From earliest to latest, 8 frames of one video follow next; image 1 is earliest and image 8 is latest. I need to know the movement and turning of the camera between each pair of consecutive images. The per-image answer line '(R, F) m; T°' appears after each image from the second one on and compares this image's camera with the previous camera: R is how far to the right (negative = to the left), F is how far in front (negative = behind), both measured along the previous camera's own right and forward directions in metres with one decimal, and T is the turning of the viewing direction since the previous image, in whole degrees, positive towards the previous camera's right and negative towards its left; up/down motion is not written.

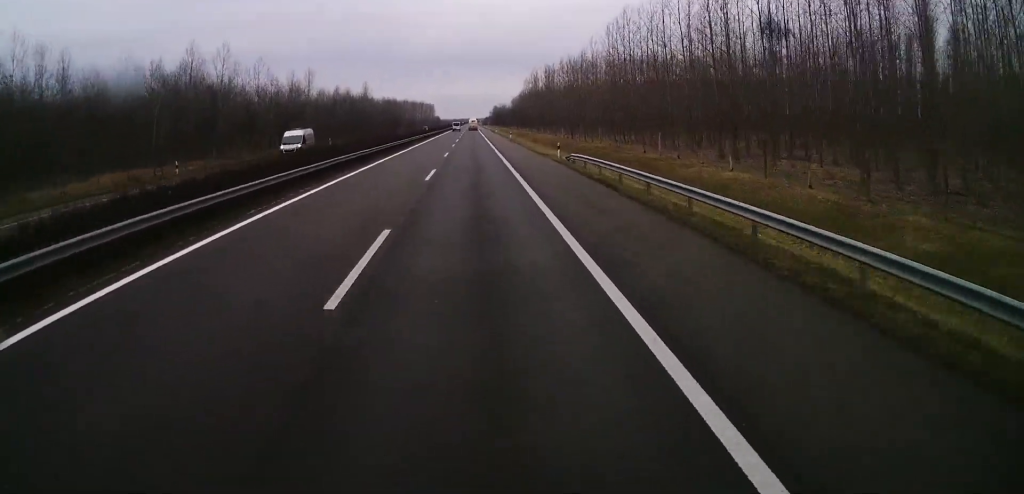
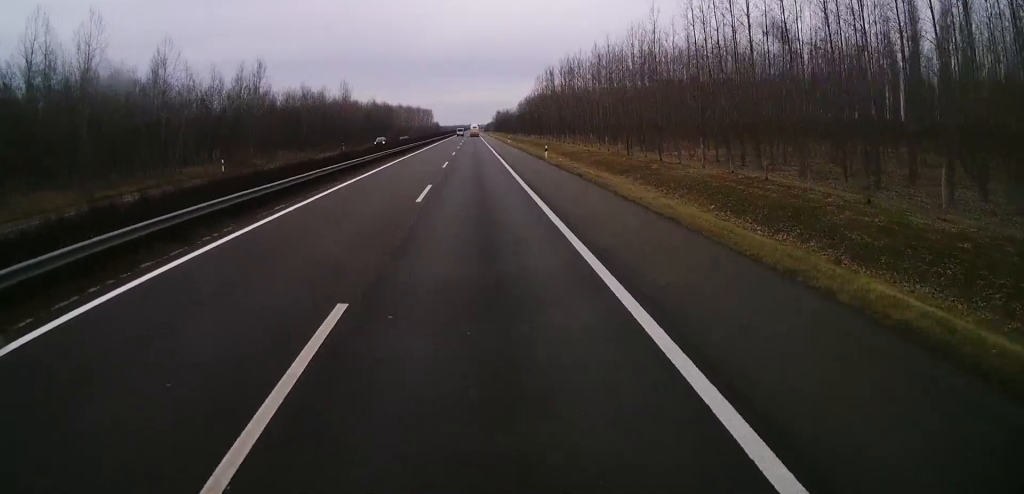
(0.0, +41.6) m; -1°
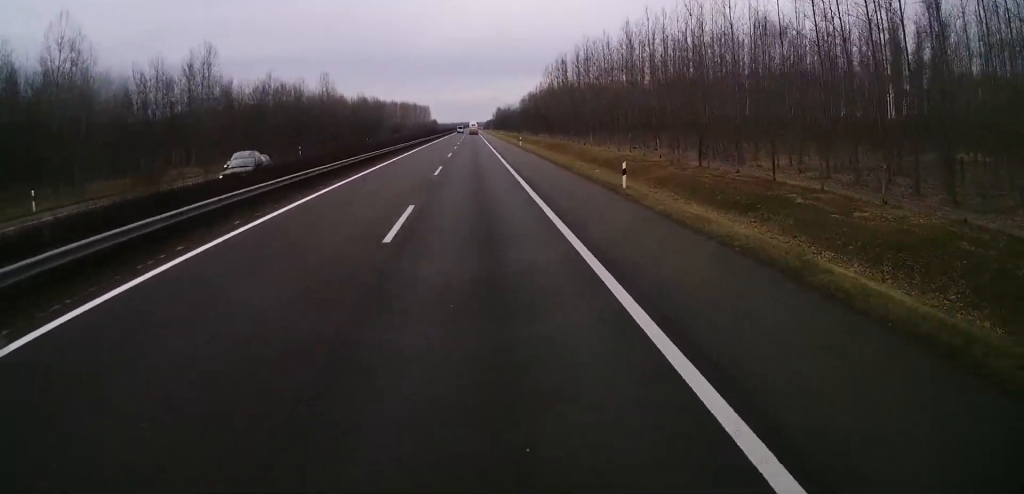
(0.0, +25.4) m; 0°
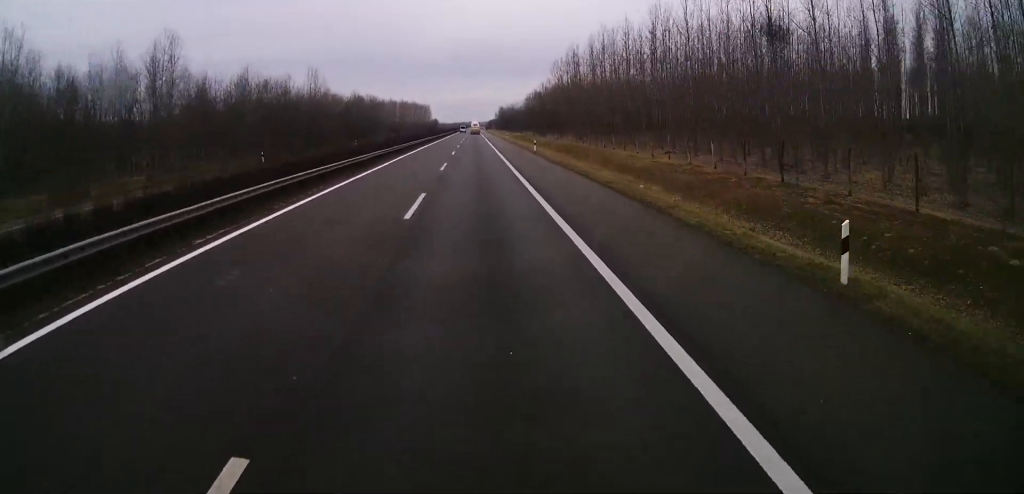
(0.0, +14.7) m; 0°
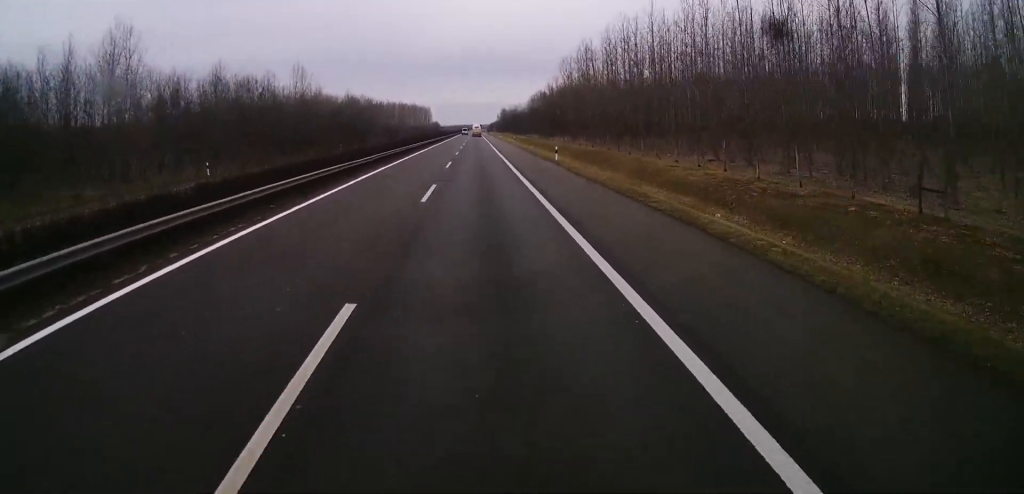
(0.0, +13.9) m; 0°
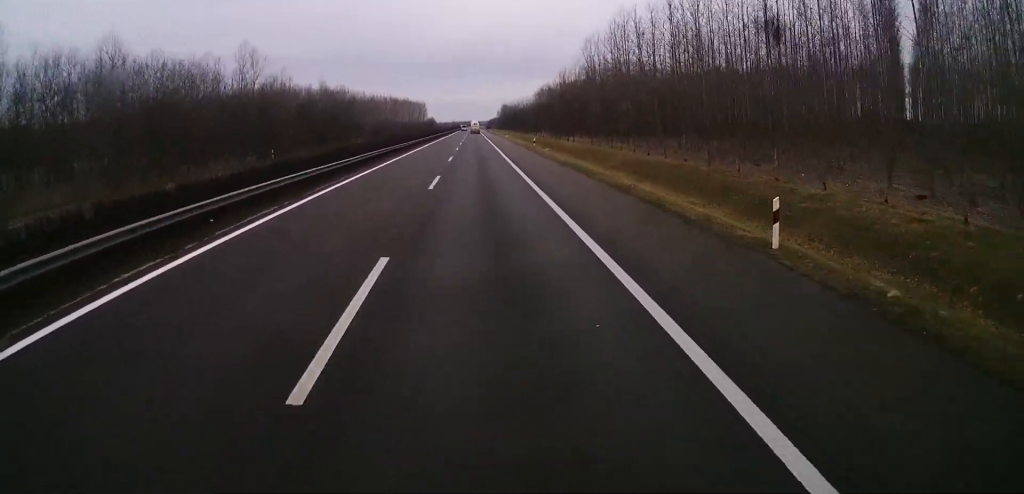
(+0.4, +33.2) m; +1°
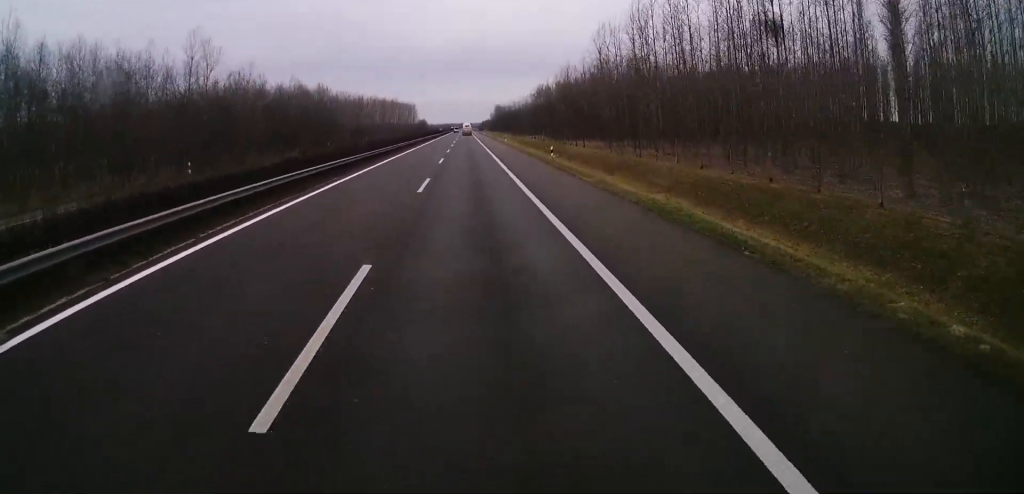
(0.0, +18.5) m; 0°
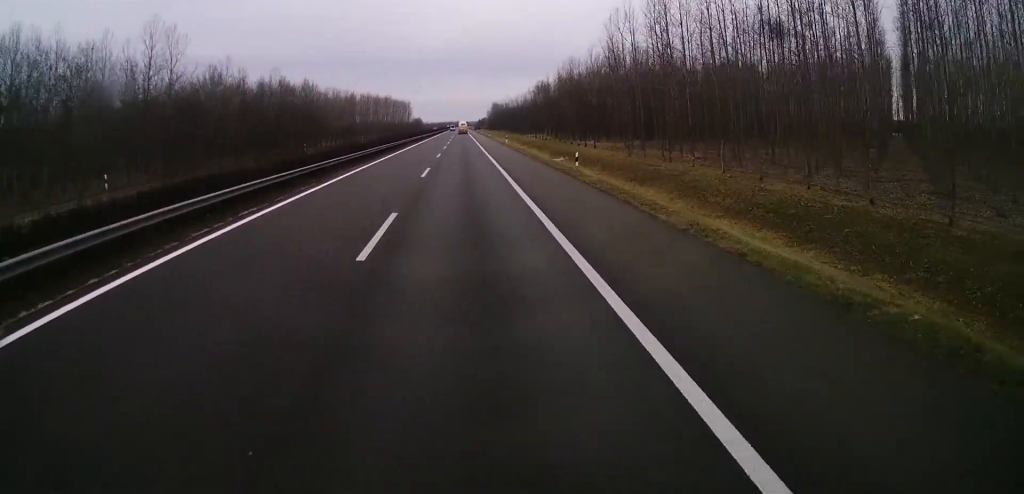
(-0.1, +11.5) m; 0°
